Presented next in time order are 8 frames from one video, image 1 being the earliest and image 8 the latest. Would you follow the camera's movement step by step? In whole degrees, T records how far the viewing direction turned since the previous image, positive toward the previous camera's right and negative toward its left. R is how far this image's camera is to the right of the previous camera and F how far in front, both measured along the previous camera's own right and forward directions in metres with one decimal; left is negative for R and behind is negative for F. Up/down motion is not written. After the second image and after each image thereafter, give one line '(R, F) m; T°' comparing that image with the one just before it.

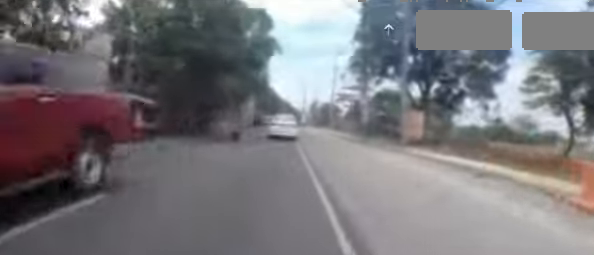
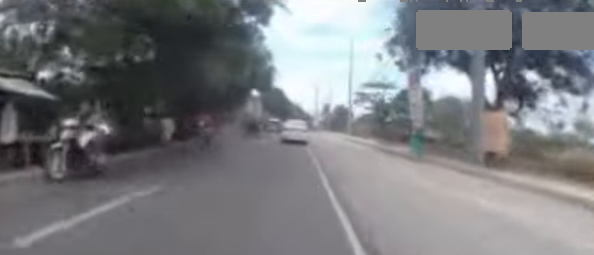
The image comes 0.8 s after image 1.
(0.0, +7.8) m; +1°
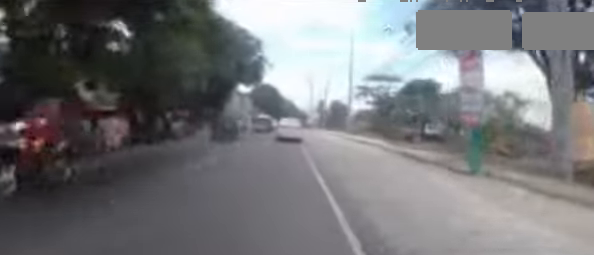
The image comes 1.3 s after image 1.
(0.0, +5.3) m; +1°
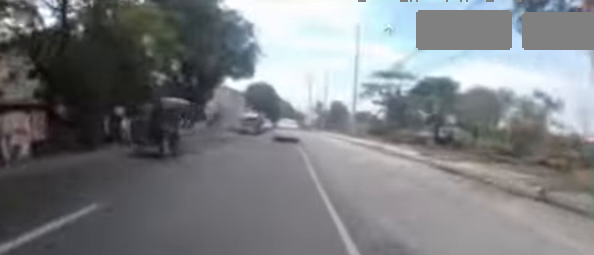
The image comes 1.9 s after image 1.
(+0.1, +5.3) m; +1°
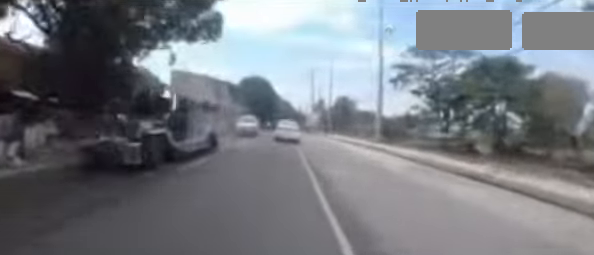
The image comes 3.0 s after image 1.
(+0.1, +11.7) m; -1°
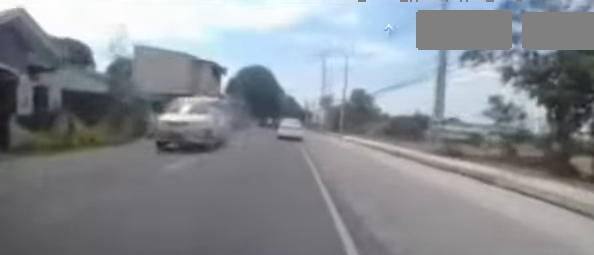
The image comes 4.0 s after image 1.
(-0.3, +10.0) m; 0°
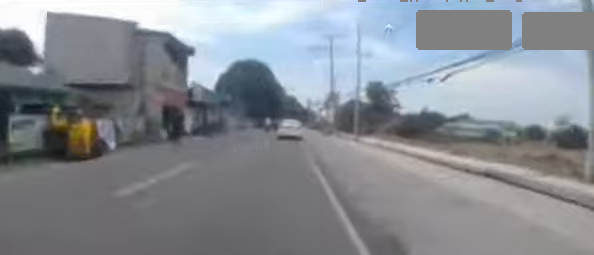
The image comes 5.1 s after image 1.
(+0.2, +10.4) m; 0°
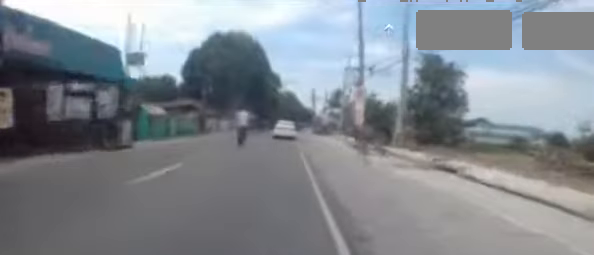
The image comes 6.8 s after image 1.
(-0.6, +17.5) m; -2°
